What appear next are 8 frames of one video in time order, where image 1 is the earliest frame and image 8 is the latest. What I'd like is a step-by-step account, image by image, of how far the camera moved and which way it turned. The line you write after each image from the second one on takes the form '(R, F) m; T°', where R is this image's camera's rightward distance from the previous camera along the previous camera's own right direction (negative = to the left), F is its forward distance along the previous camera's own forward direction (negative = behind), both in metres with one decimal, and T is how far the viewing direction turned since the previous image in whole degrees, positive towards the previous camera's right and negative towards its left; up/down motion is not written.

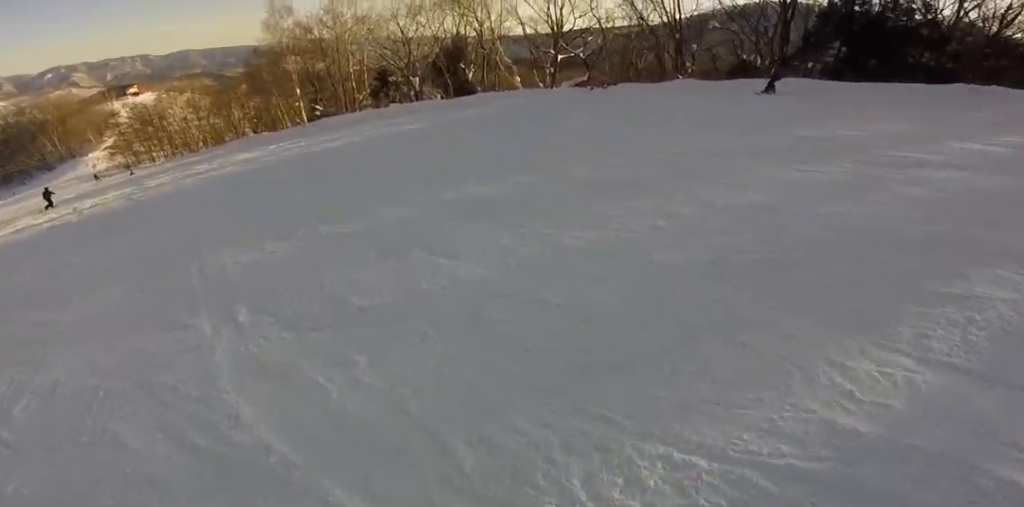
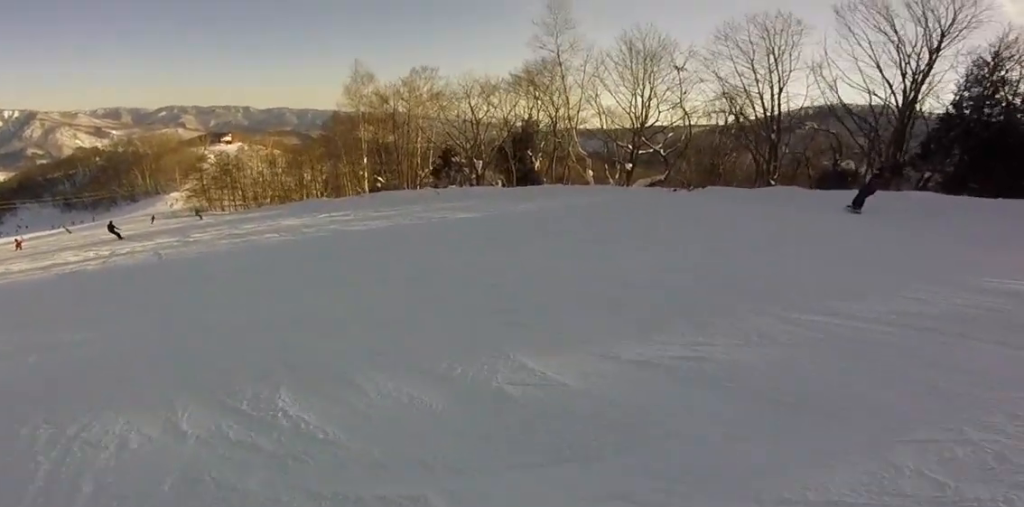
(+0.1, +2.5) m; -13°
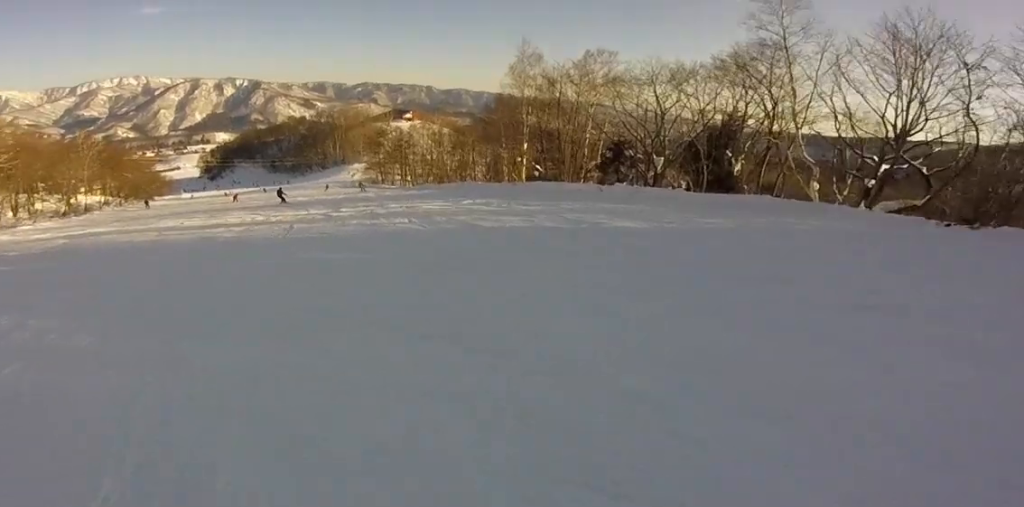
(-0.4, +2.6) m; -15°
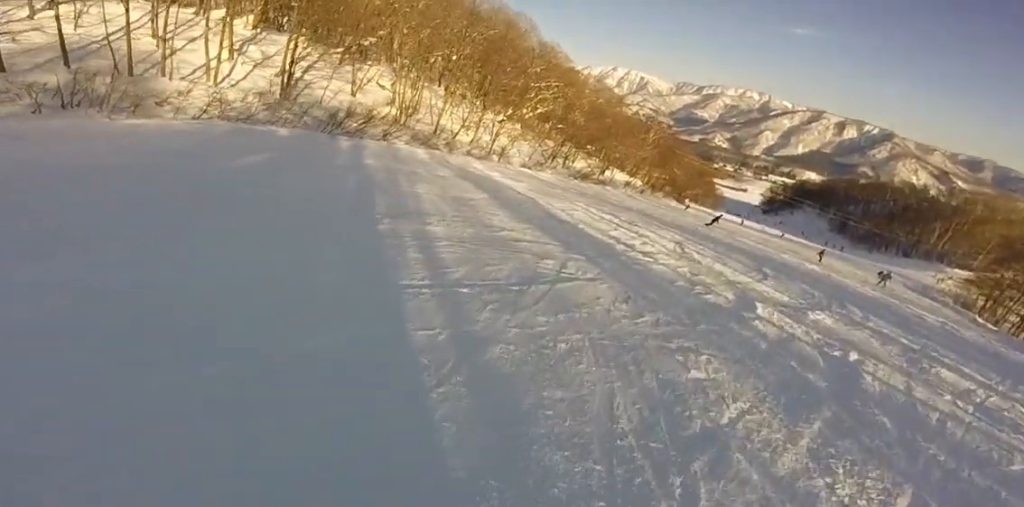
(-4.0, +10.5) m; -34°
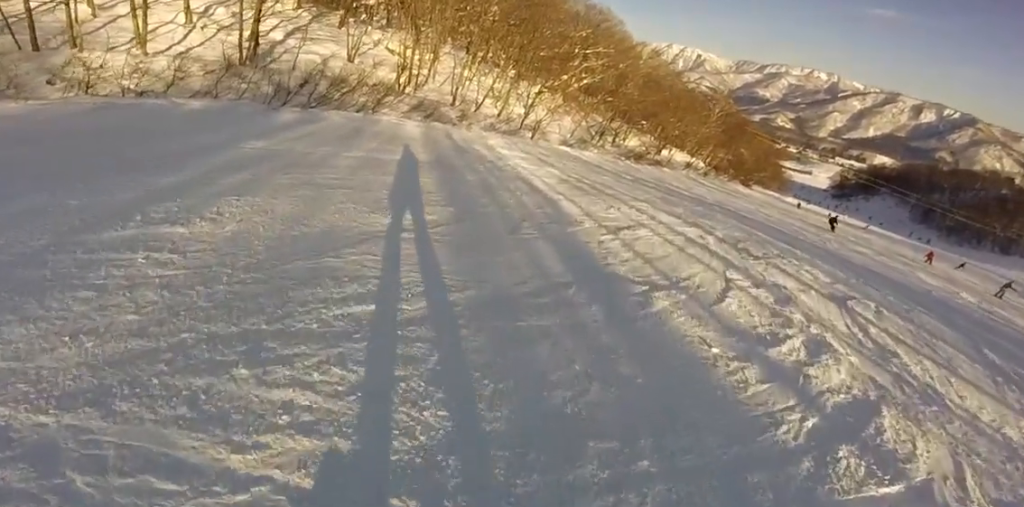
(-1.4, +7.0) m; -5°
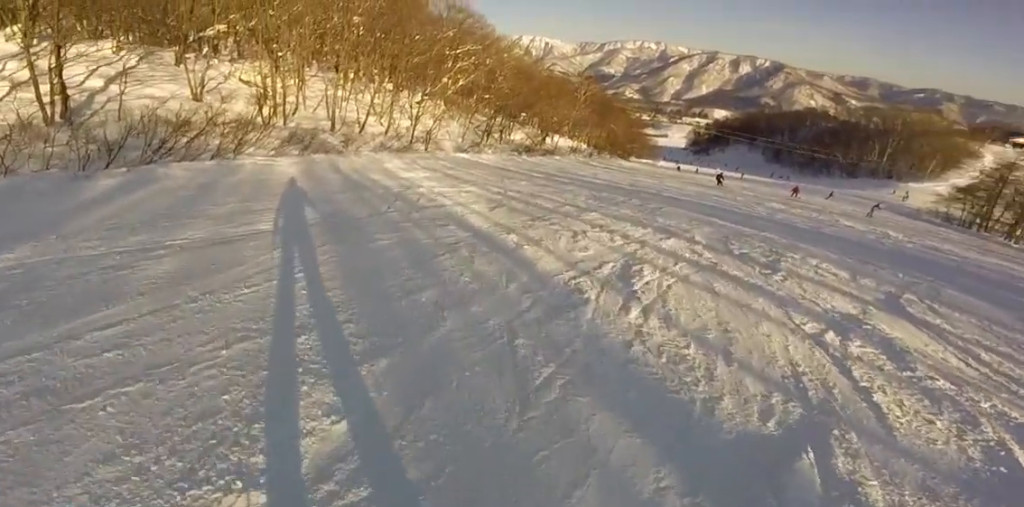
(+0.8, +3.5) m; +16°
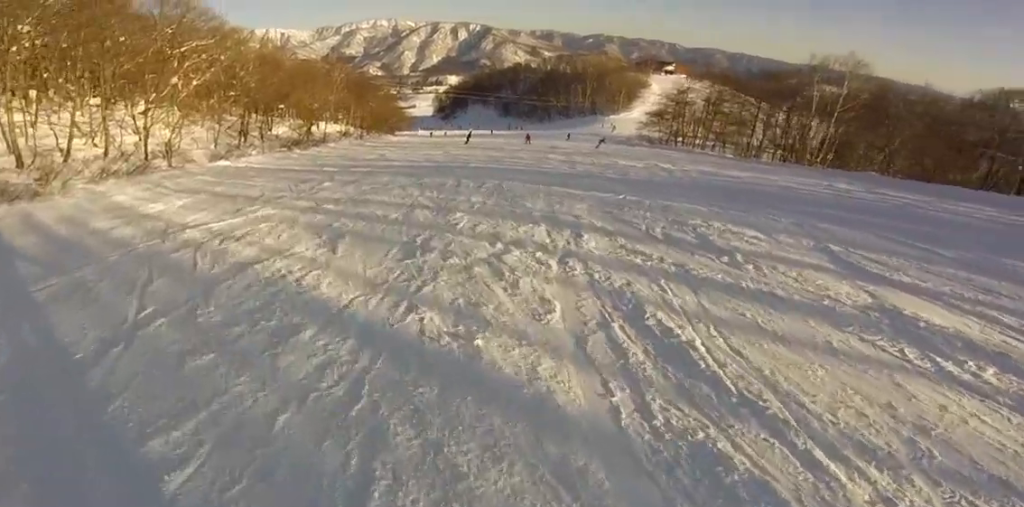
(+0.5, +3.5) m; +12°
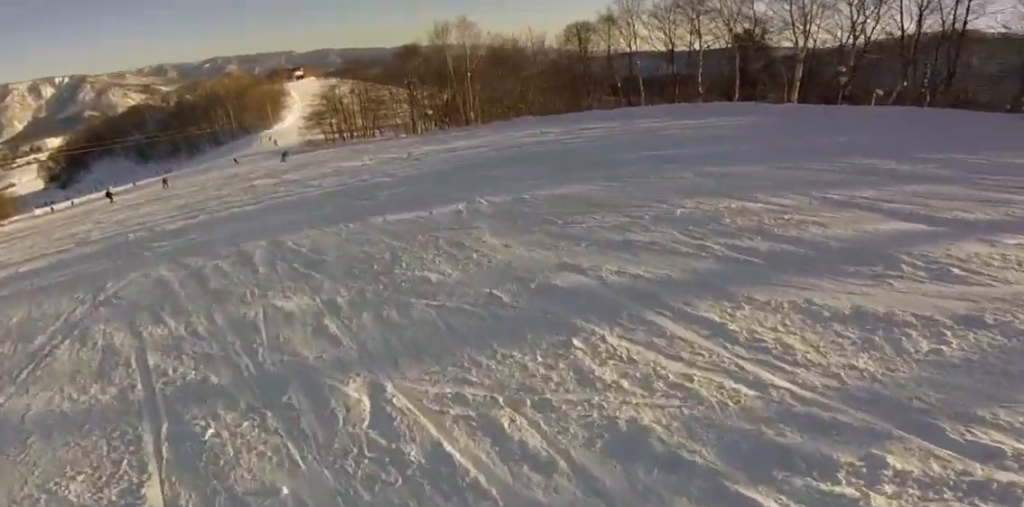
(+0.5, +4.7) m; +18°
